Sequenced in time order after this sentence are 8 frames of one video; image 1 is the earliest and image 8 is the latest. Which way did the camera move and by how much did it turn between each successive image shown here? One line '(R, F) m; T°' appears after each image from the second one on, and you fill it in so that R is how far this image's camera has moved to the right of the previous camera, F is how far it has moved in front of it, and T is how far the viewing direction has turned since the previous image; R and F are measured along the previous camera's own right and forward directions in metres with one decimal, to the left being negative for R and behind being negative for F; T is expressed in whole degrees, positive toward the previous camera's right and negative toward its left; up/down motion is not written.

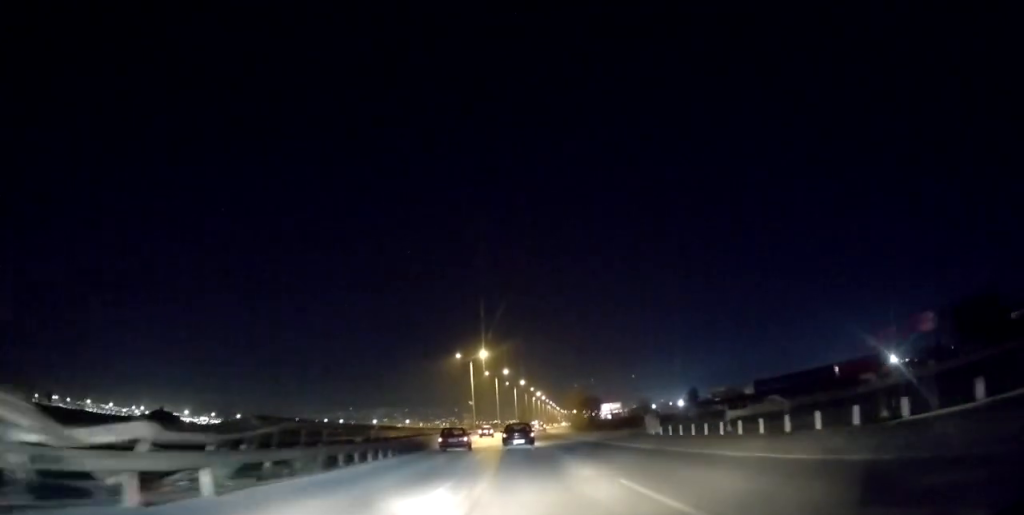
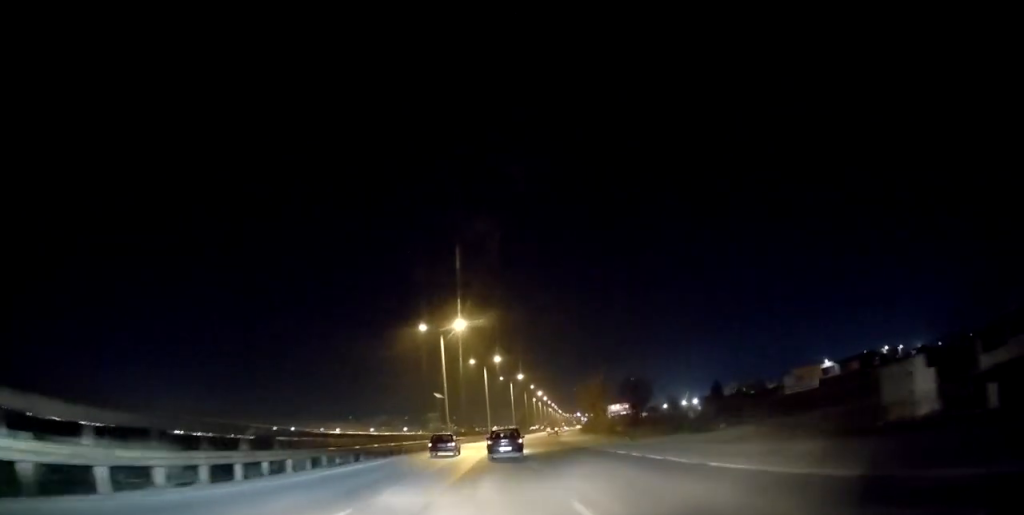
(-0.5, +31.8) m; 0°
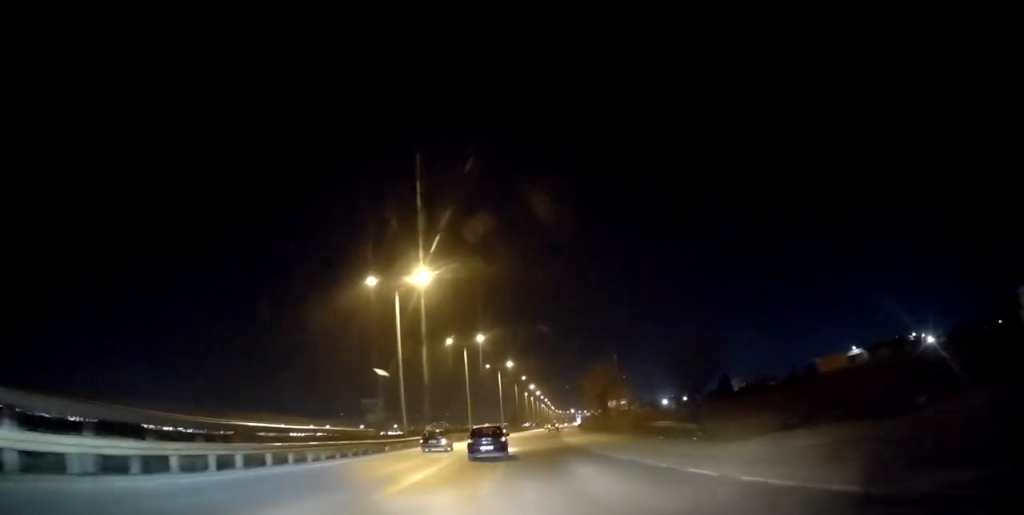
(0.0, +18.6) m; 0°
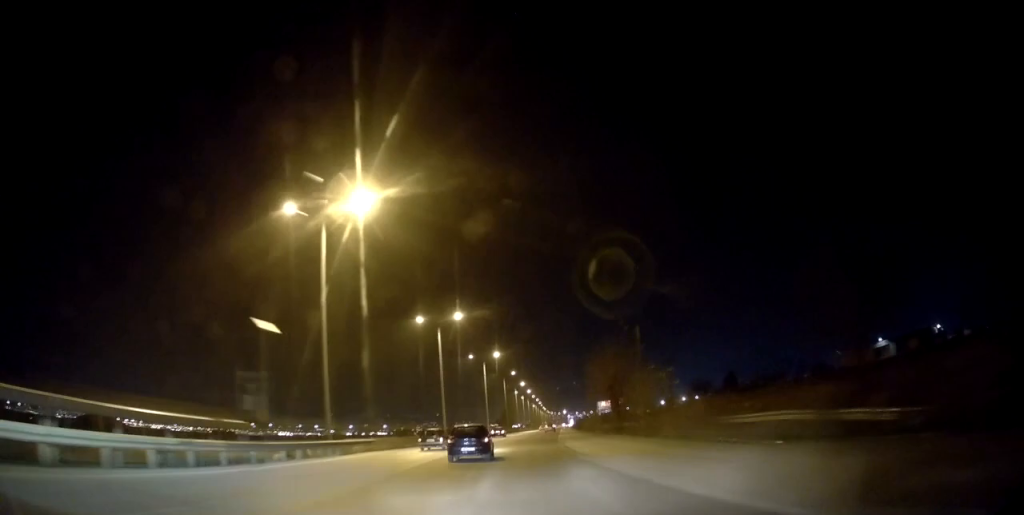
(+0.2, +15.1) m; 0°
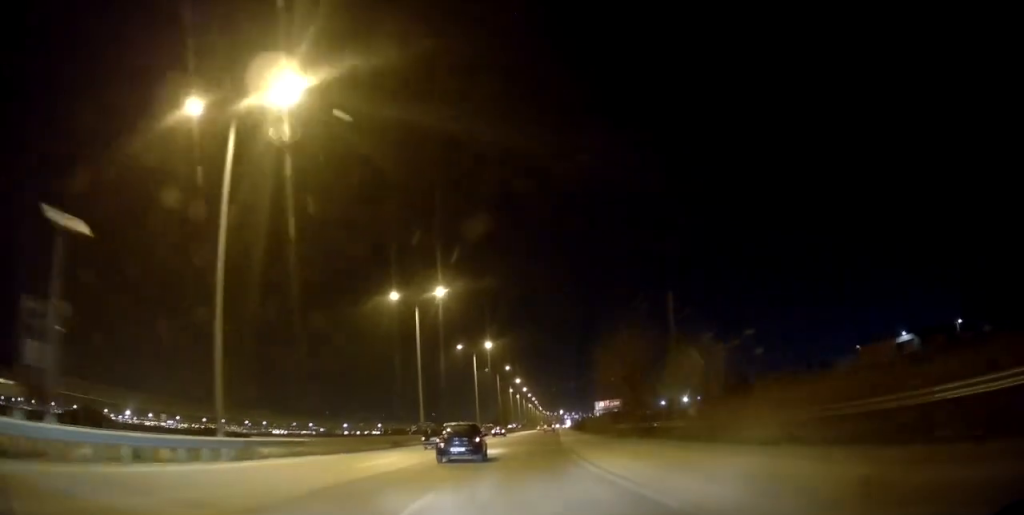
(-0.1, +10.5) m; 0°
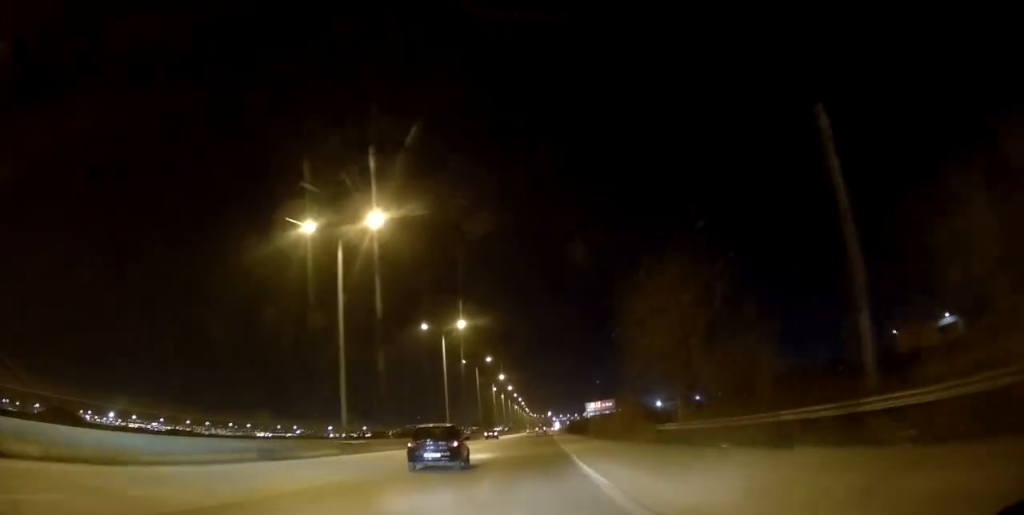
(-0.2, +18.2) m; +1°
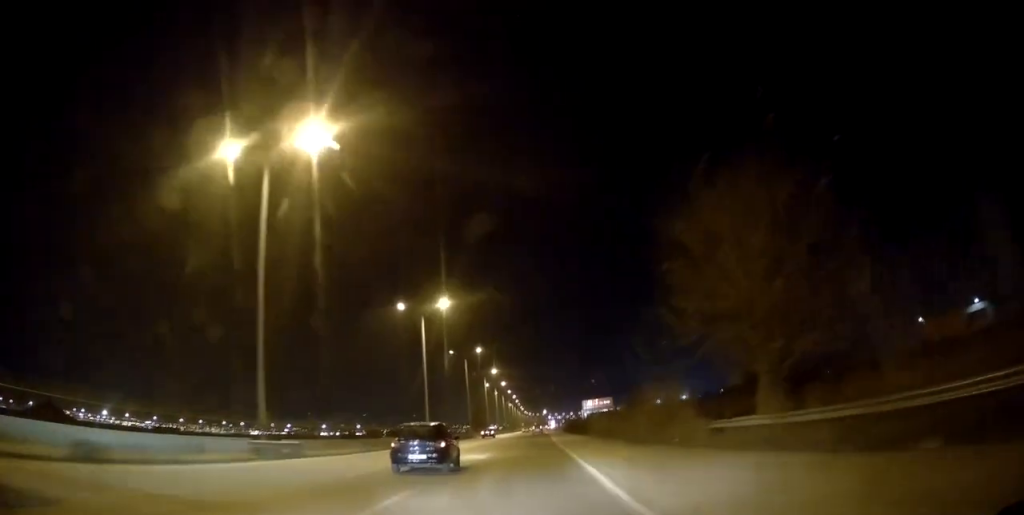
(+0.2, +10.2) m; +1°
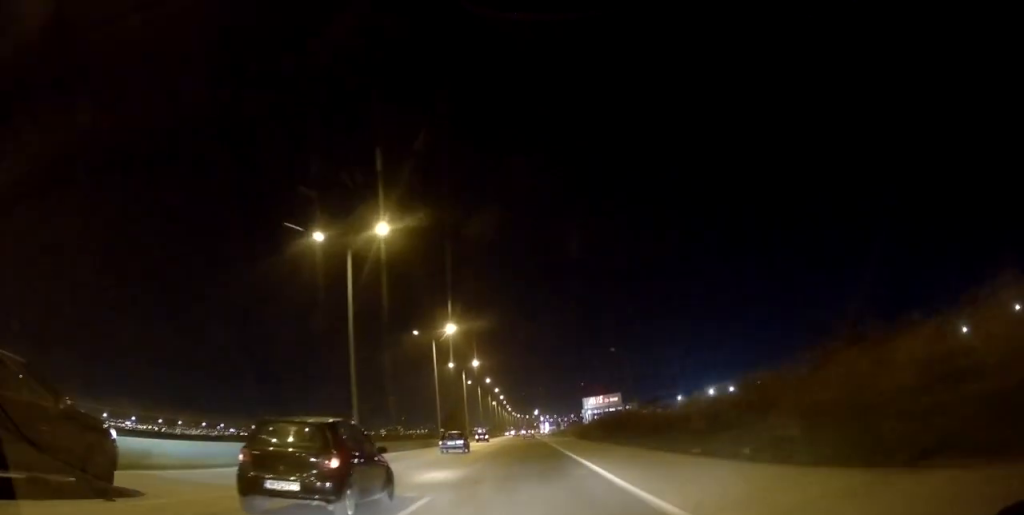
(+1.5, +53.3) m; +1°
